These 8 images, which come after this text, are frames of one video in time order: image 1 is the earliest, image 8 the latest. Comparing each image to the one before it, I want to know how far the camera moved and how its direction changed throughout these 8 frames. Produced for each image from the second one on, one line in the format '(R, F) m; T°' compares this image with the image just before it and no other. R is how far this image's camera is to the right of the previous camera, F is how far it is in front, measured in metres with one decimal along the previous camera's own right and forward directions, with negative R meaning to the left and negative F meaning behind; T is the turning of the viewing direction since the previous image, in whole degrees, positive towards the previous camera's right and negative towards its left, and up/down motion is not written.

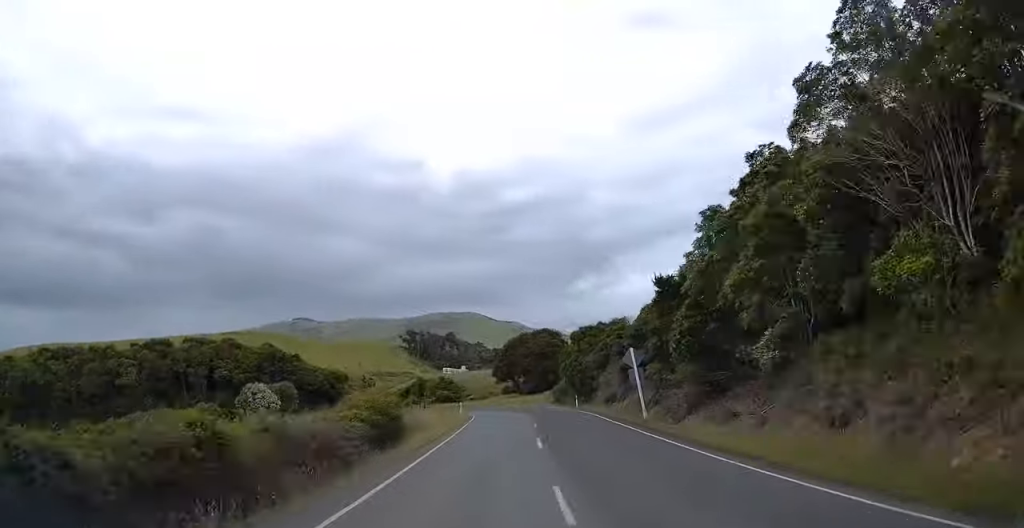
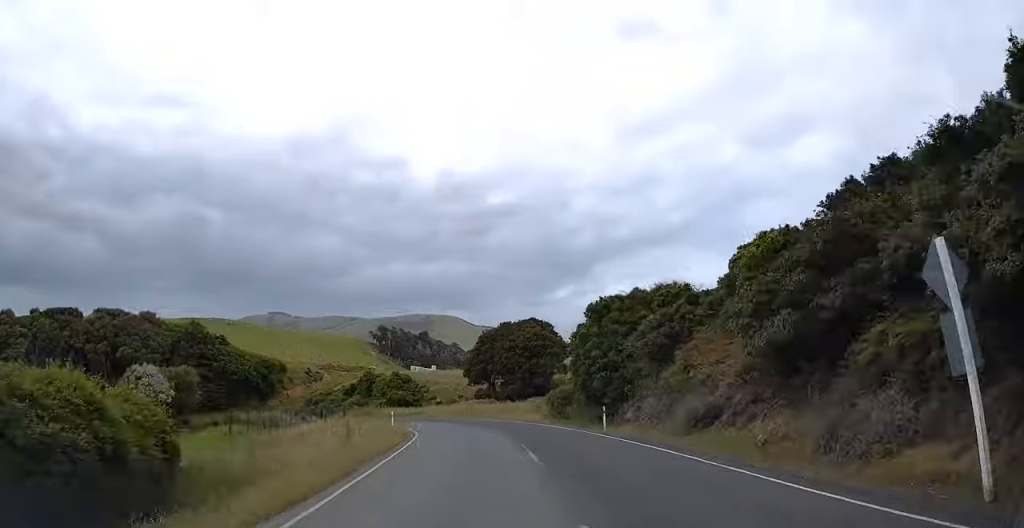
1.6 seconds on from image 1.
(+2.3, +18.4) m; -8°
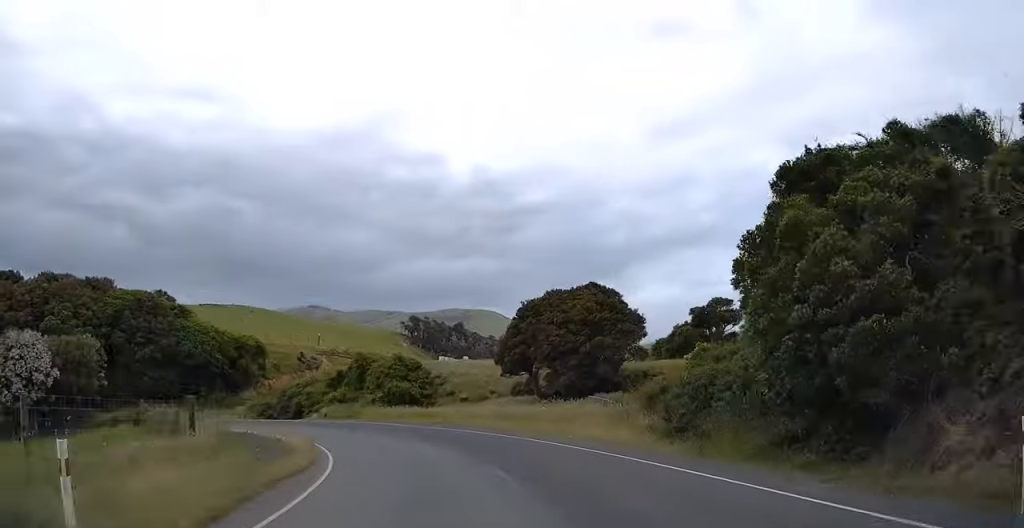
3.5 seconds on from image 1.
(+4.5, +20.3) m; -10°
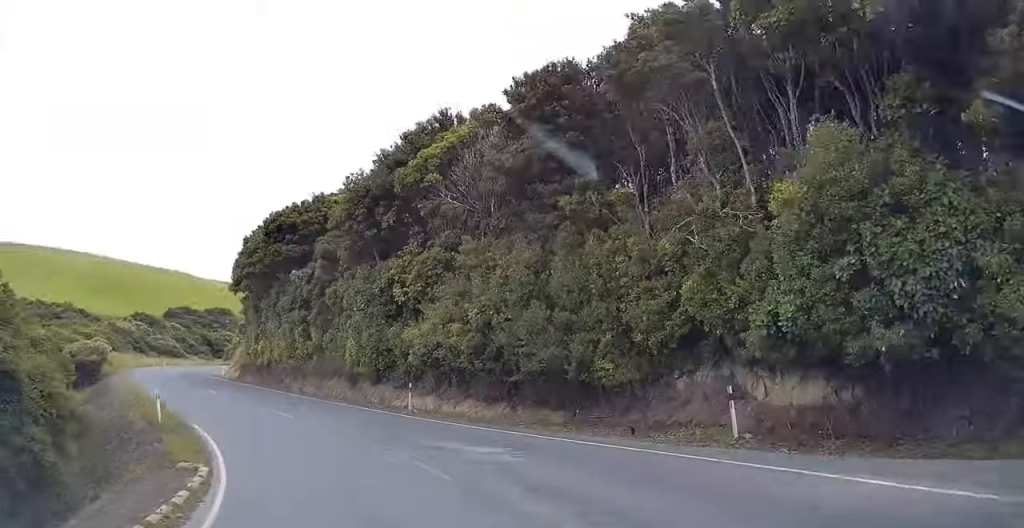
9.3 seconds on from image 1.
(-34.1, +40.6) m; -57°
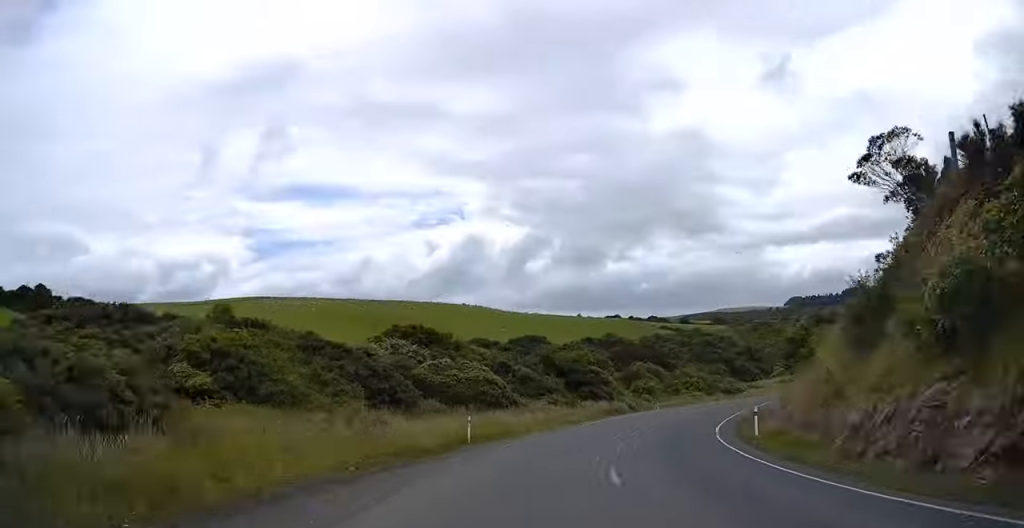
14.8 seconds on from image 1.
(-17.0, +55.7) m; -10°
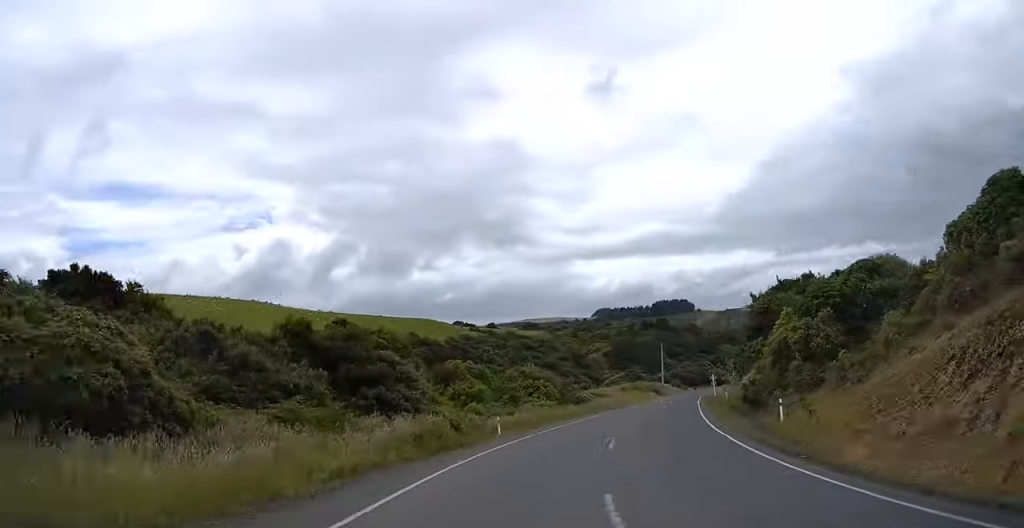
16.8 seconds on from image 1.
(+3.4, +25.1) m; +6°
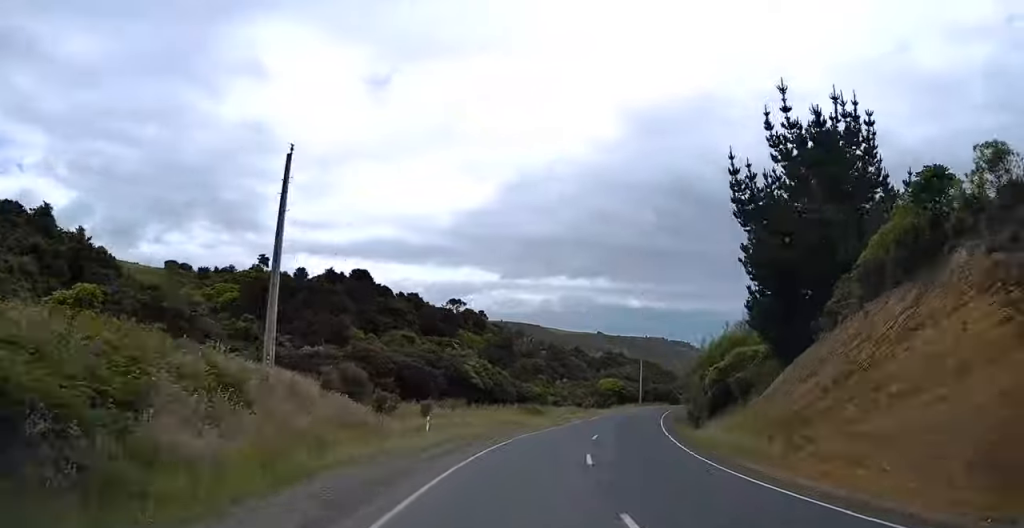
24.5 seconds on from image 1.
(+26.5, +110.3) m; +24°
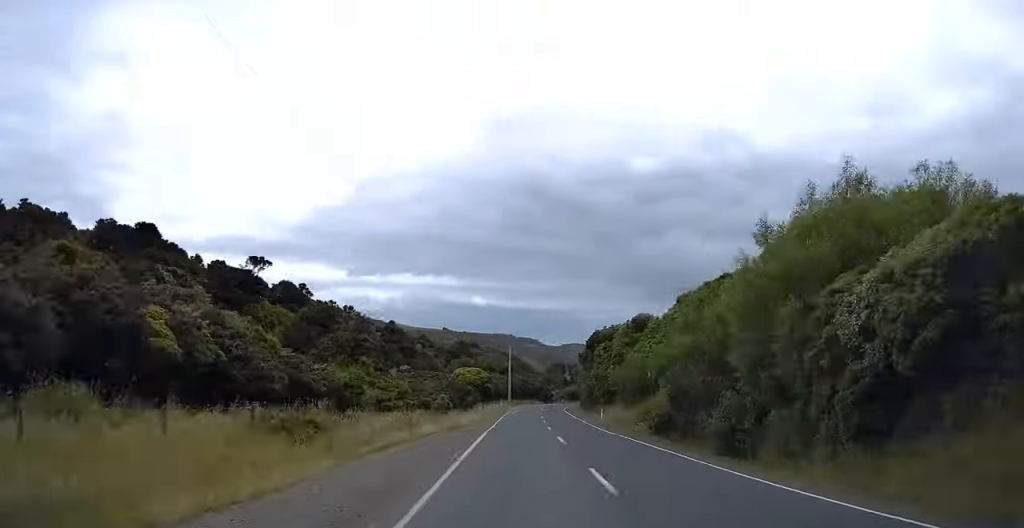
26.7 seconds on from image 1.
(+2.9, +34.5) m; +6°
